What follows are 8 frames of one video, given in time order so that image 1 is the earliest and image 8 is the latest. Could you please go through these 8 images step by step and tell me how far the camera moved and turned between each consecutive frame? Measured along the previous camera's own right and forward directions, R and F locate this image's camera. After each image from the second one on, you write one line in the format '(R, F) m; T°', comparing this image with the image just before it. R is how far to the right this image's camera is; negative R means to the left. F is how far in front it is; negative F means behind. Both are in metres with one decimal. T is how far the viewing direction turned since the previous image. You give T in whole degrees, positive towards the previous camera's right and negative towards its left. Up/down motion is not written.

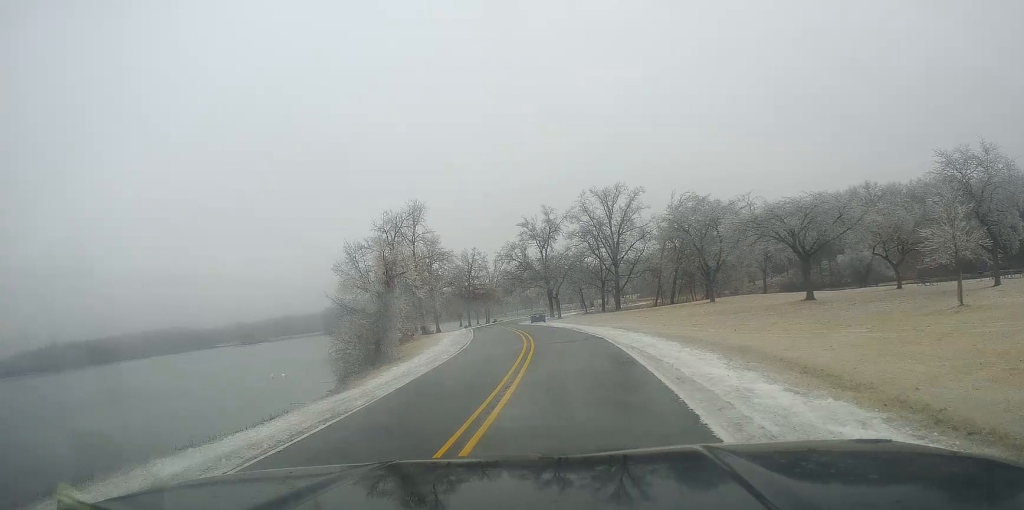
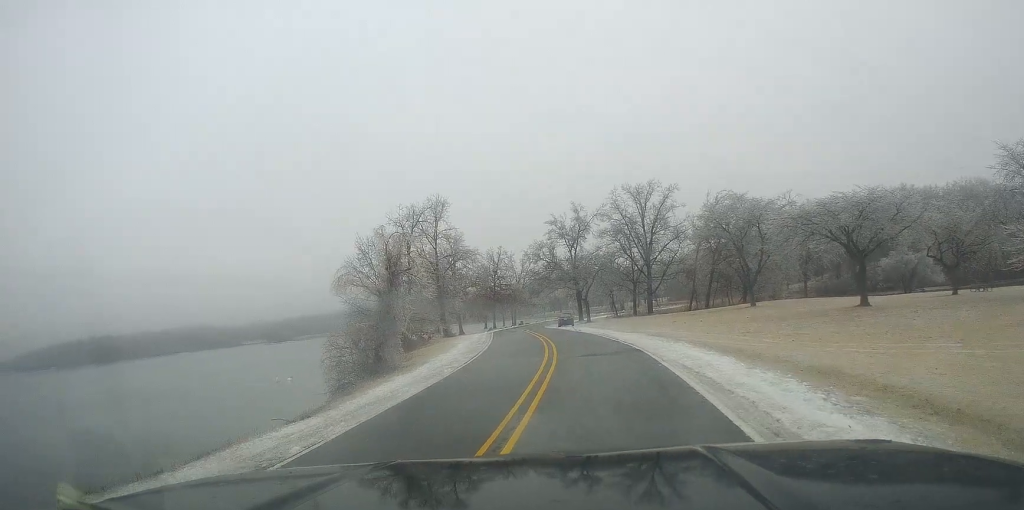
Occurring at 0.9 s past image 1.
(-0.2, +4.7) m; -8°
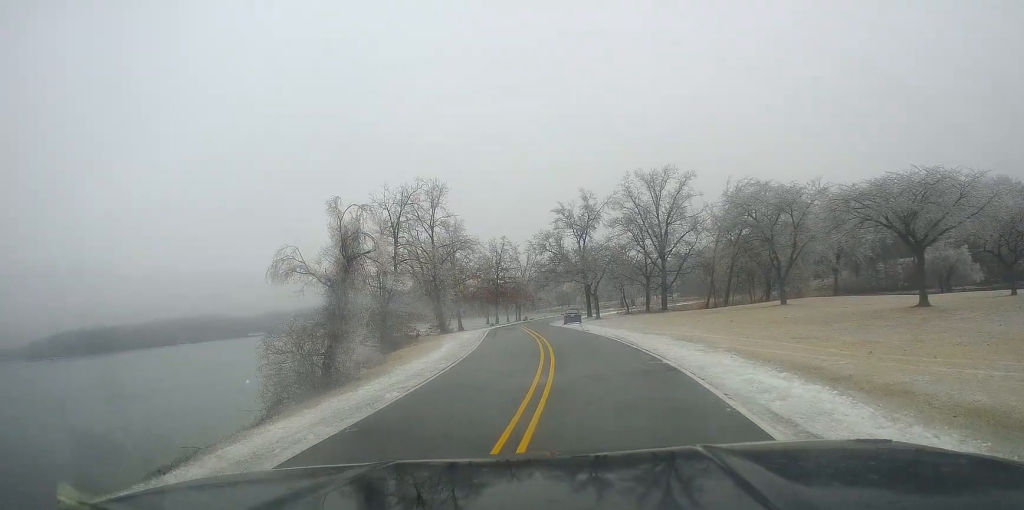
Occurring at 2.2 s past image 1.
(-0.5, +7.1) m; 0°
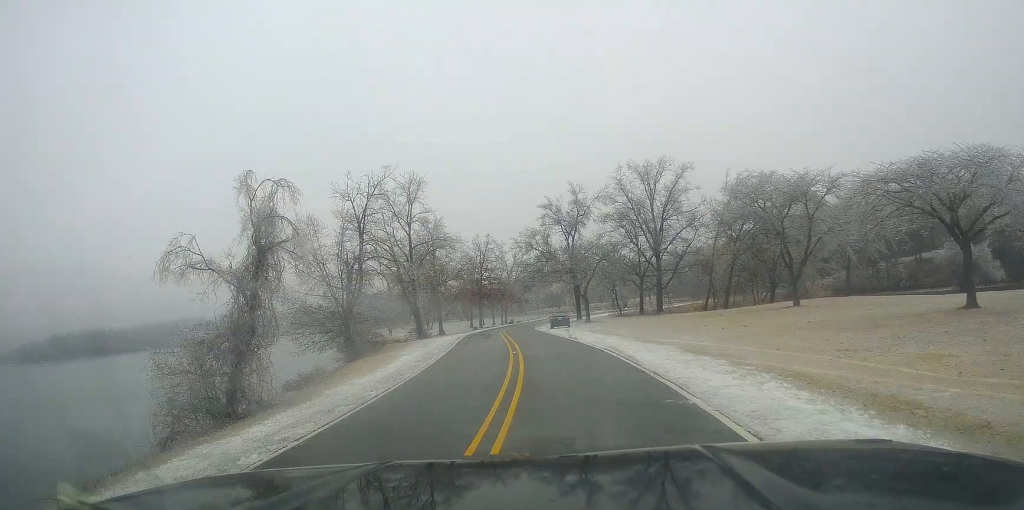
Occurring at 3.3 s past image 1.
(+0.3, +5.9) m; +1°
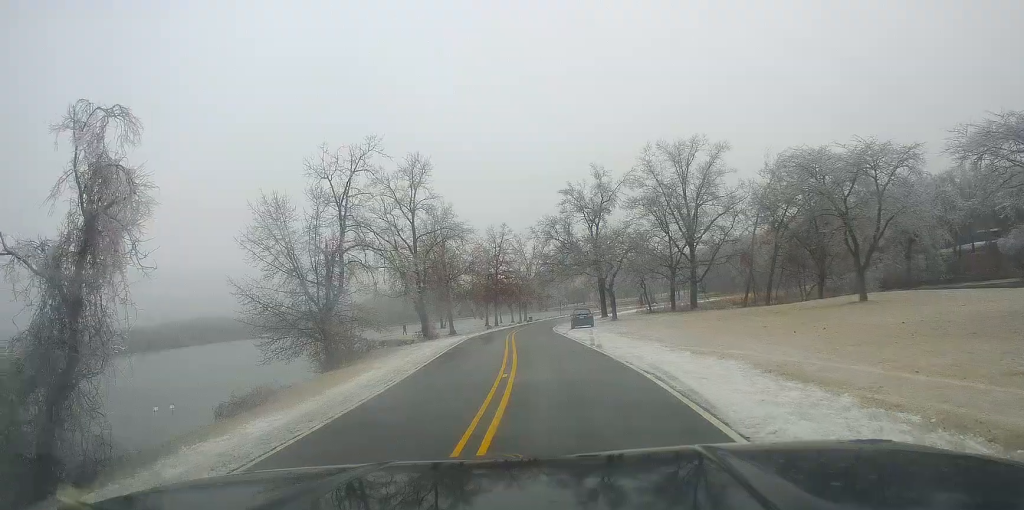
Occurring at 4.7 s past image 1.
(-0.3, +8.4) m; -2°
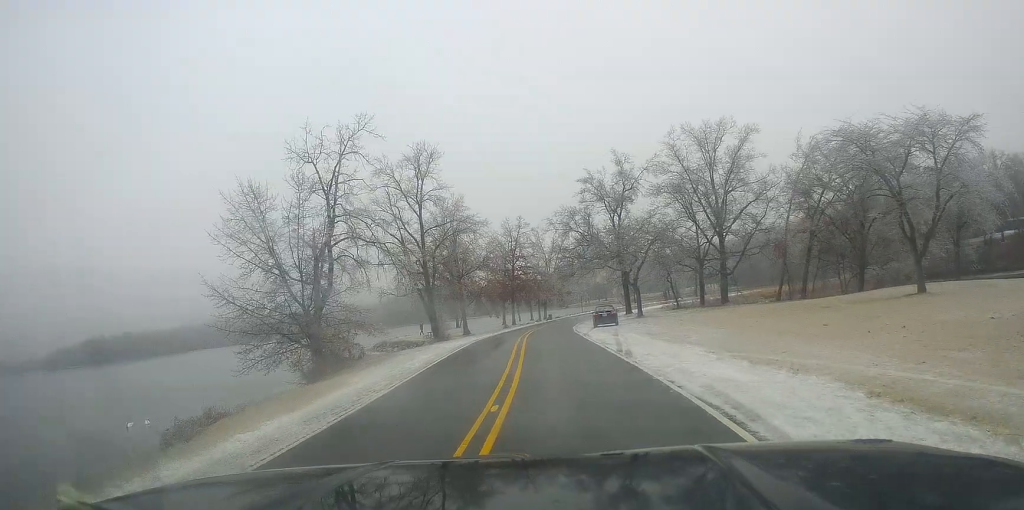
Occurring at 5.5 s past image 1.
(0.0, +5.1) m; 0°
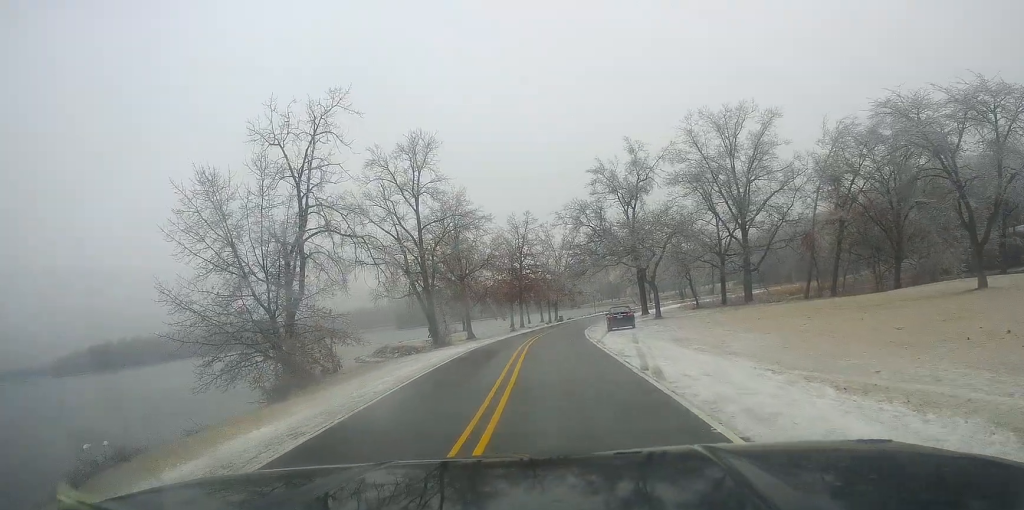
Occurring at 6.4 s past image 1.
(0.0, +5.1) m; -3°
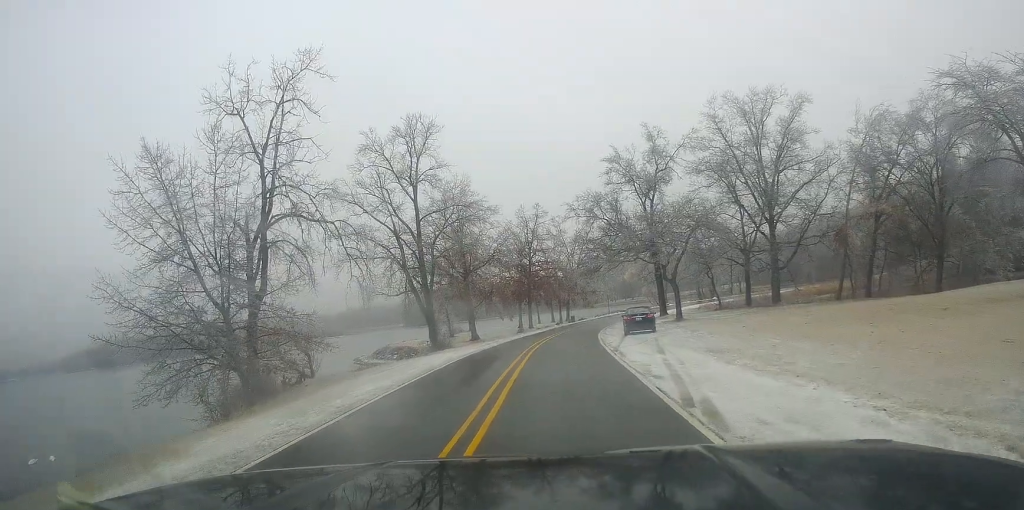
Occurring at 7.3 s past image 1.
(-0.2, +5.0) m; -4°
